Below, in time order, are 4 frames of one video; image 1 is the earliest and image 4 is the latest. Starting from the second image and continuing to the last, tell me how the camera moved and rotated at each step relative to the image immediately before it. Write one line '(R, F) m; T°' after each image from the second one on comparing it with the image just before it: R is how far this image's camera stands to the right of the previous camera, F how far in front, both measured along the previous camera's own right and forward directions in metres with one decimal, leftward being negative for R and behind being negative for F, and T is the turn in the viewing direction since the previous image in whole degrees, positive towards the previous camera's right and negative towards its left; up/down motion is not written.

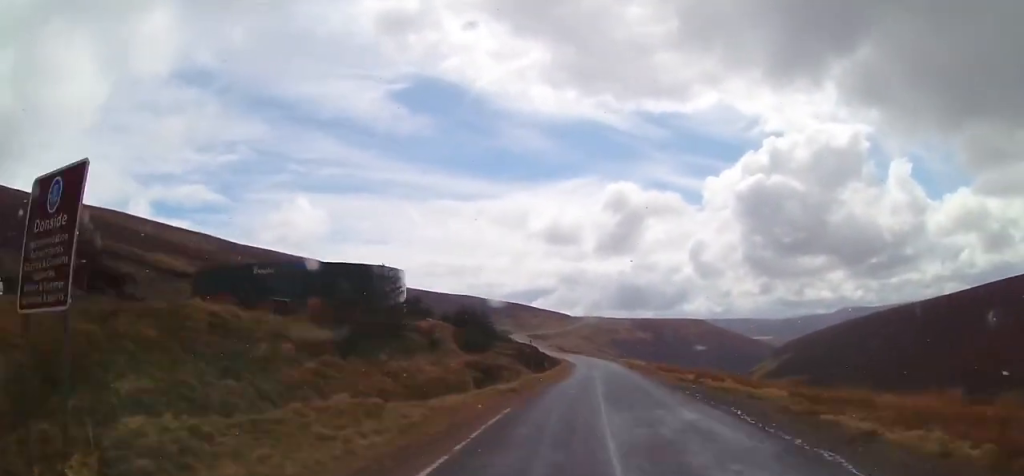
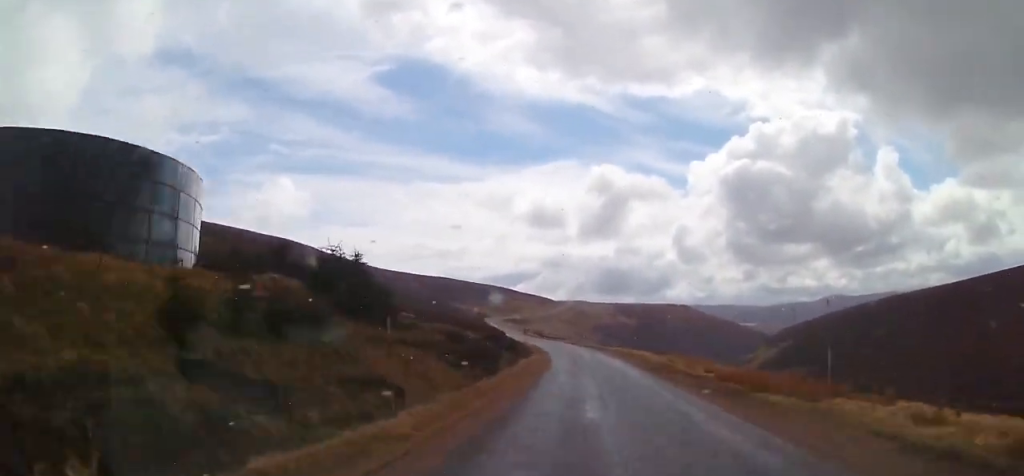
(+0.3, +25.8) m; -1°
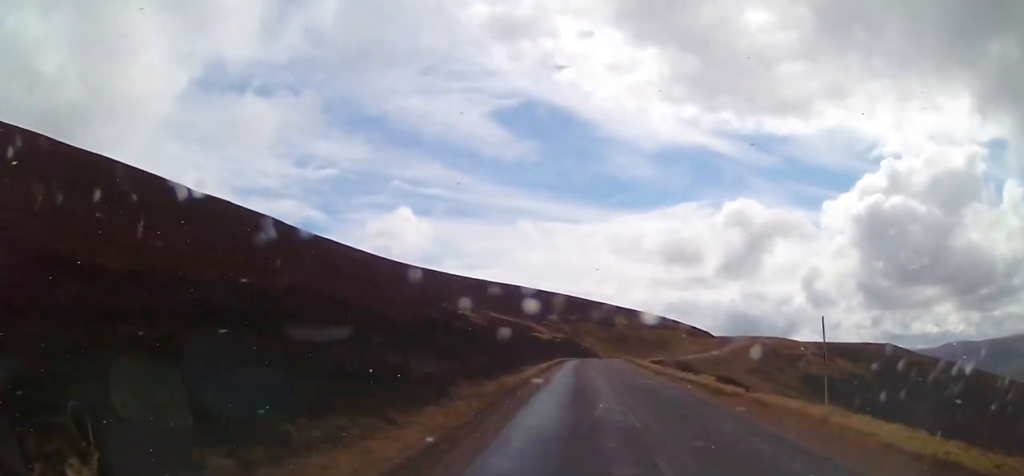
(-23.1, +267.2) m; -6°
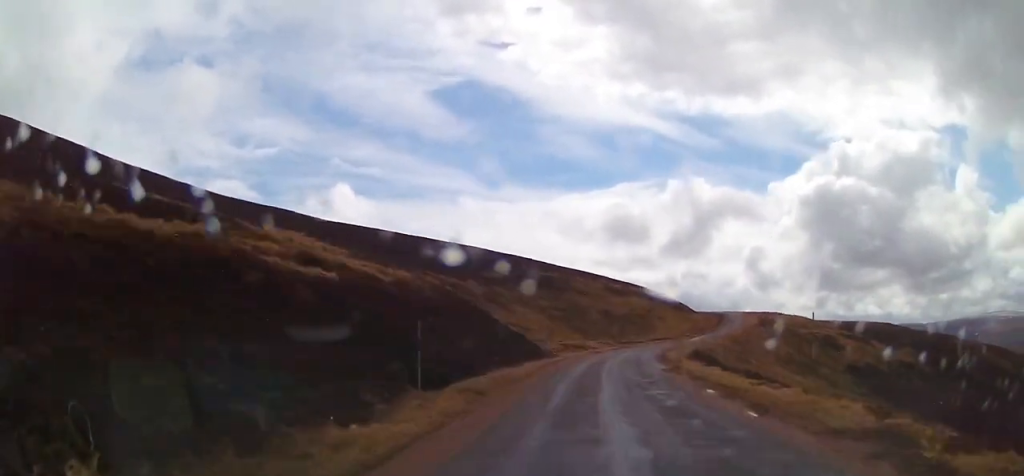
(+4.2, +98.1) m; +9°
